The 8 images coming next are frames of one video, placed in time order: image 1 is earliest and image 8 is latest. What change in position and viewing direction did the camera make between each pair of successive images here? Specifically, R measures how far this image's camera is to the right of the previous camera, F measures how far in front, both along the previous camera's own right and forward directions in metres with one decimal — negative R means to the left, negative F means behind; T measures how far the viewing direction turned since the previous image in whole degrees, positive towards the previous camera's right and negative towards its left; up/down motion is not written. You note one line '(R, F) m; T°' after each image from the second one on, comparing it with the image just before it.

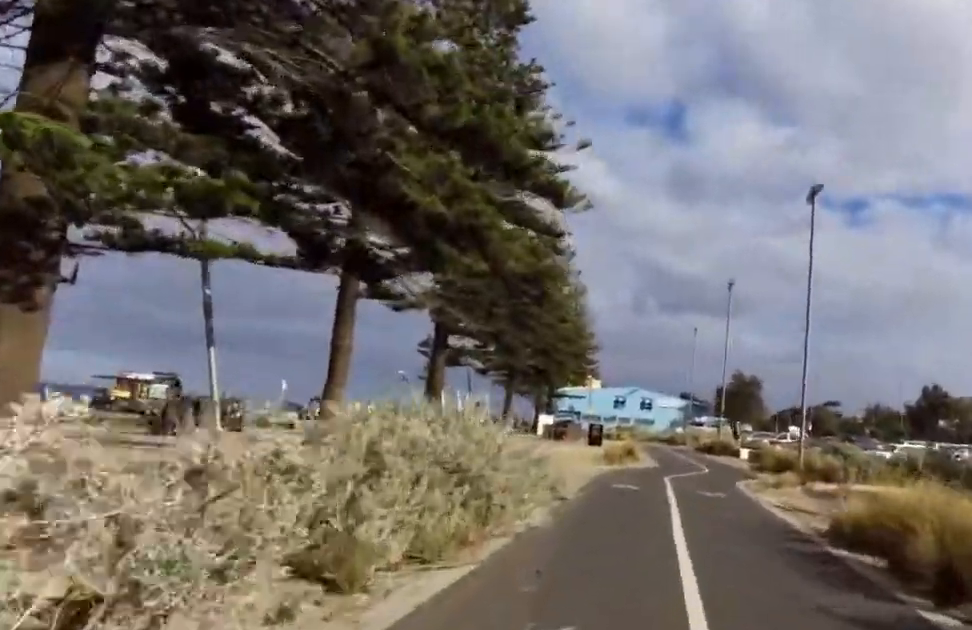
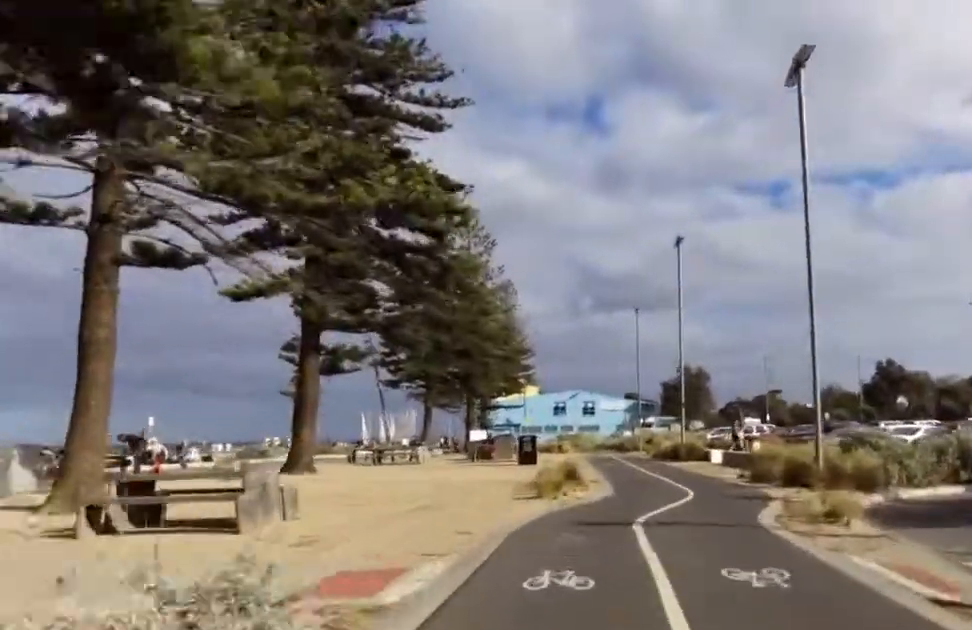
(-0.9, +8.2) m; -11°
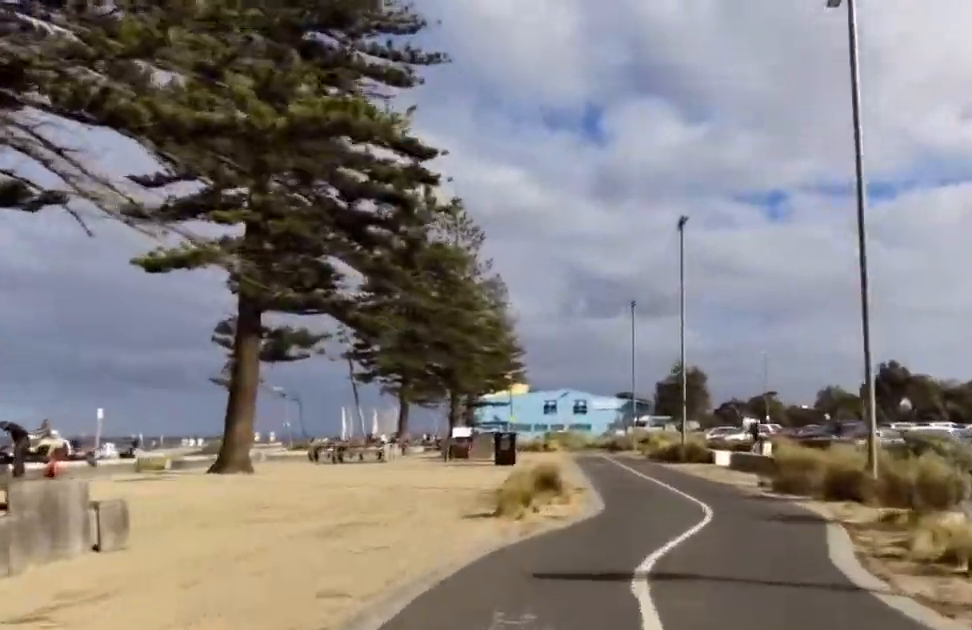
(-0.3, +4.2) m; -3°
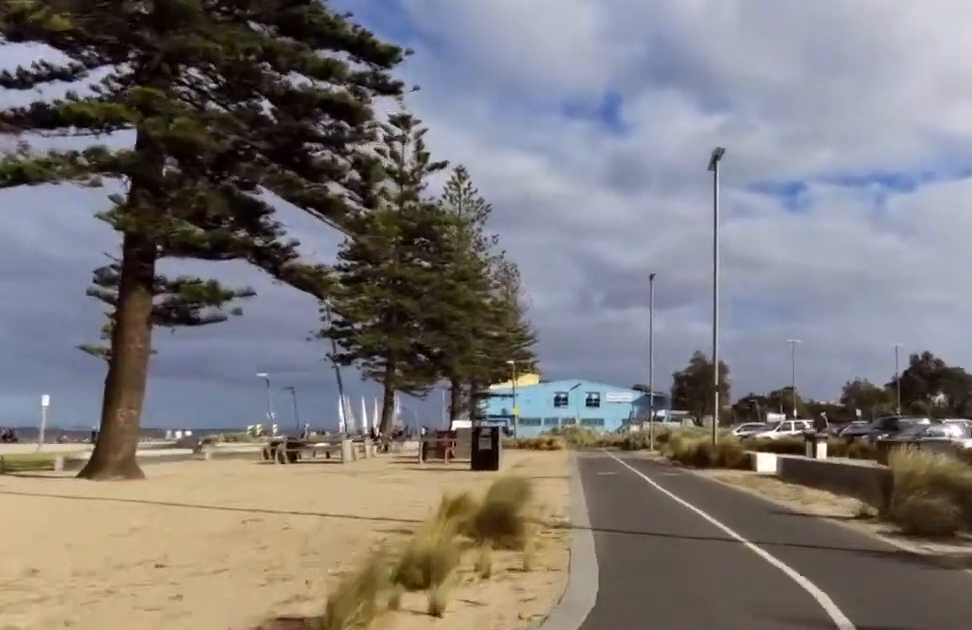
(-0.1, +6.2) m; +4°
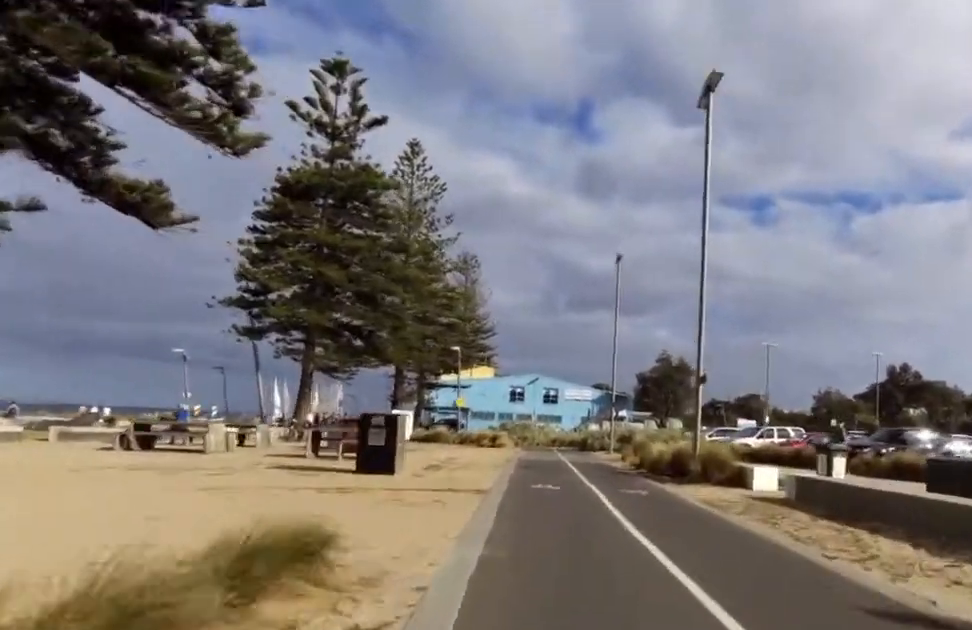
(+0.6, +5.3) m; +1°
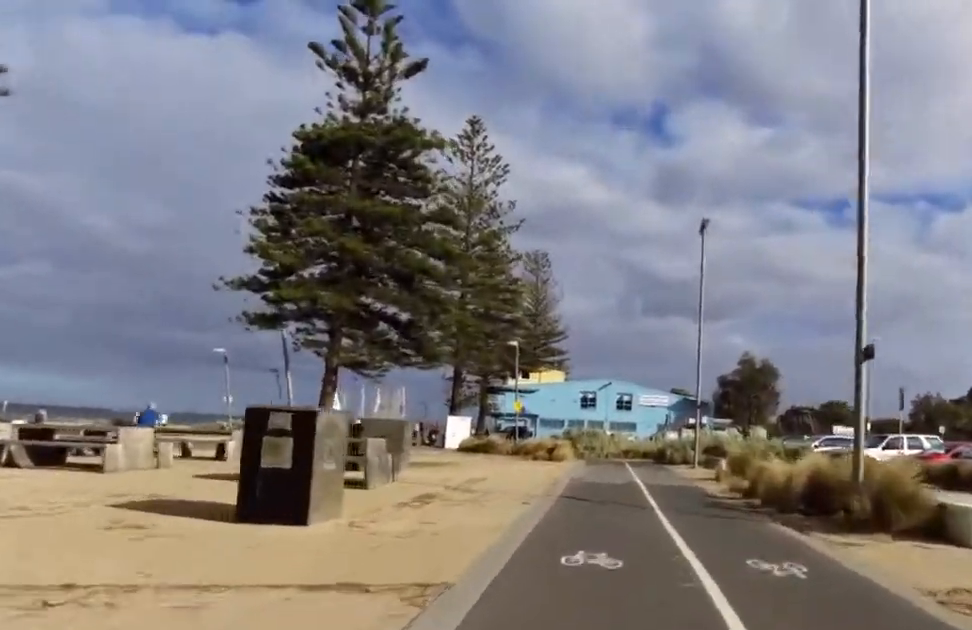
(-0.5, +6.0) m; -12°
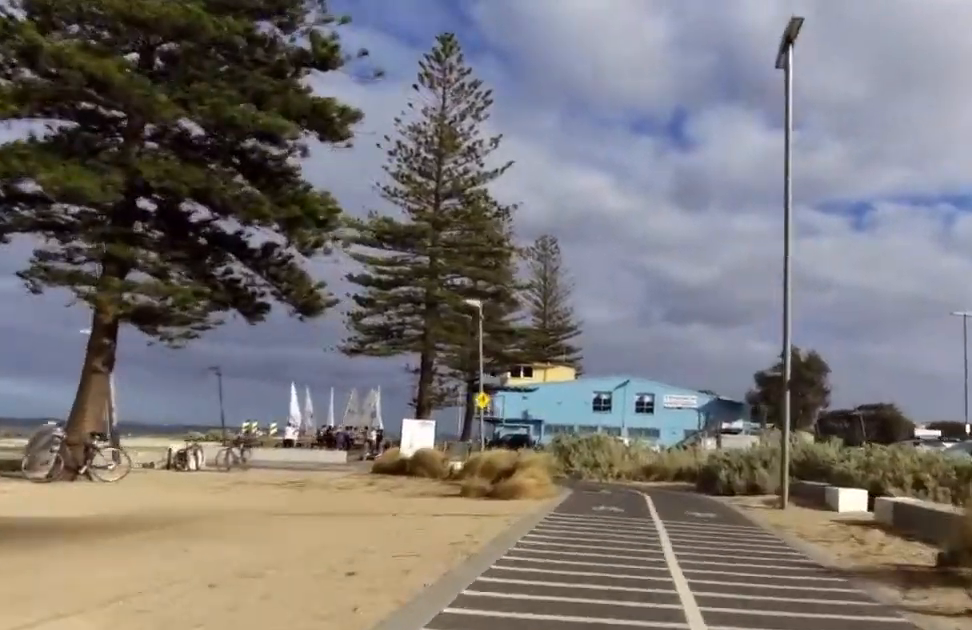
(-0.4, +12.6) m; +4°
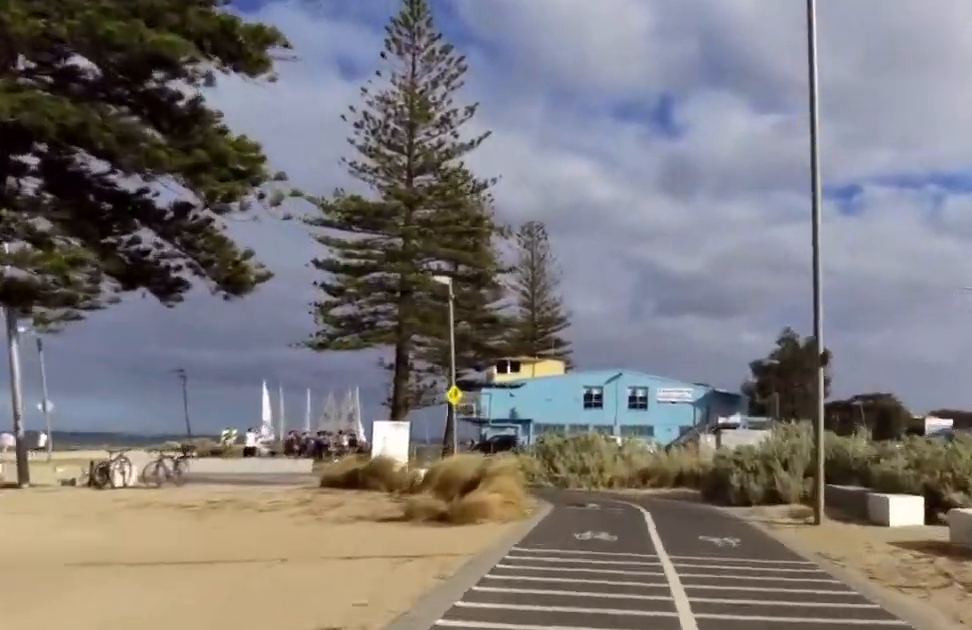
(+0.1, +3.0) m; +1°
